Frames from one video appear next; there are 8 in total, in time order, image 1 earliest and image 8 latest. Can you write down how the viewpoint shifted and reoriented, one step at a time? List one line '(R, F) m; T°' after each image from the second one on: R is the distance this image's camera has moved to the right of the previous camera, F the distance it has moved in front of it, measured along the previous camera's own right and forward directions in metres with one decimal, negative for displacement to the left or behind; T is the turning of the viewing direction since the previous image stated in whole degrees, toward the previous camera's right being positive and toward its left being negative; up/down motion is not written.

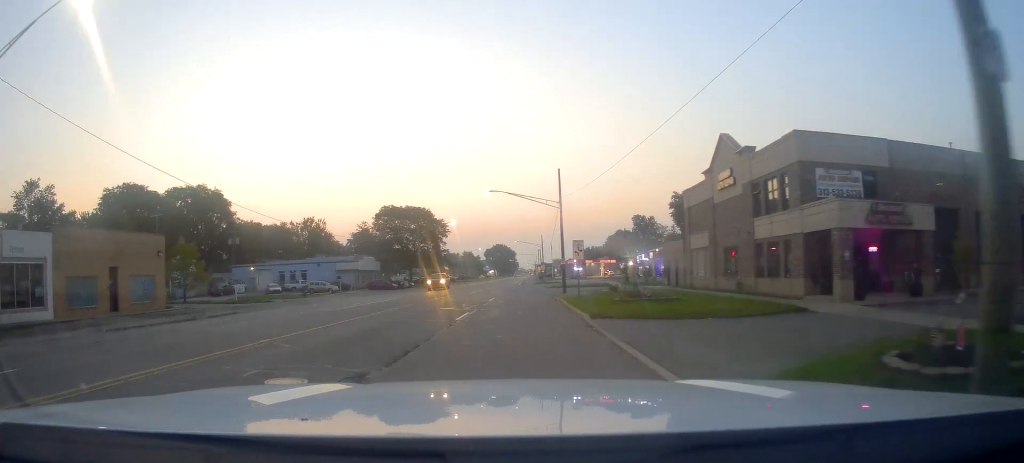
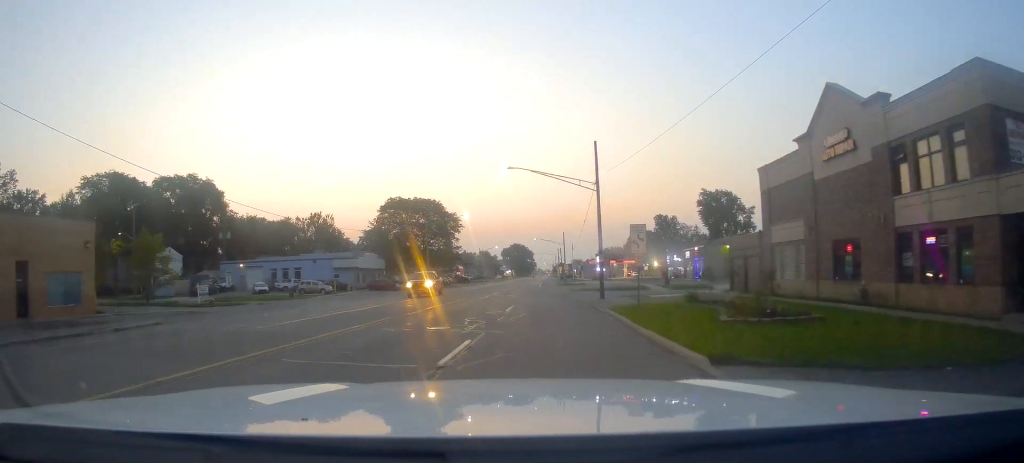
(-1.2, +10.3) m; -1°
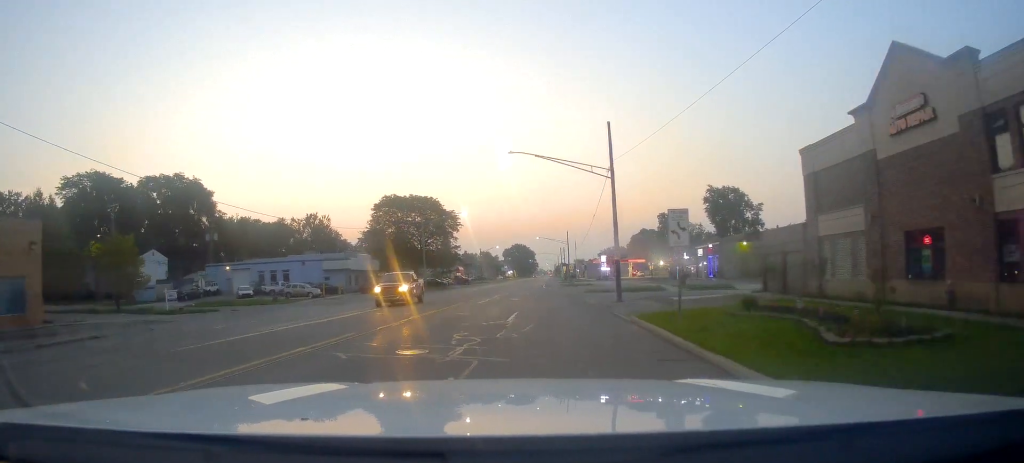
(+0.3, +5.2) m; 0°
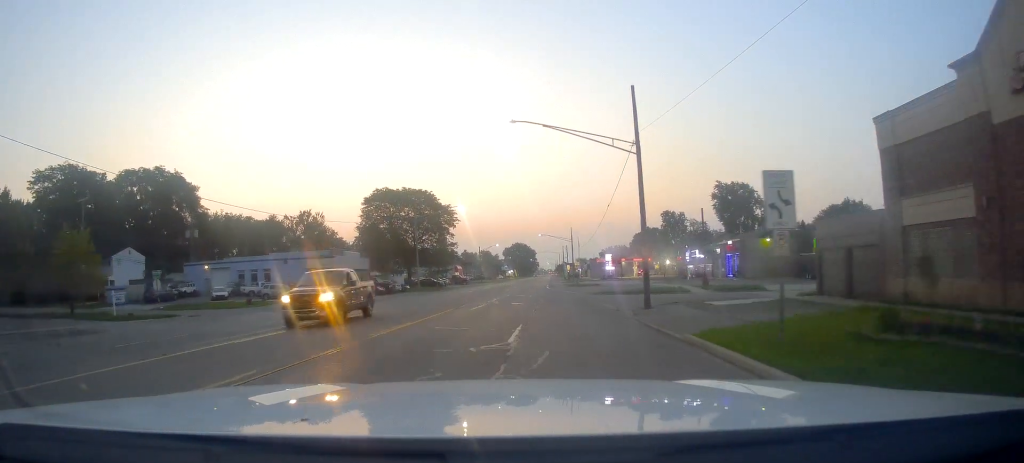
(+0.5, +6.5) m; 0°
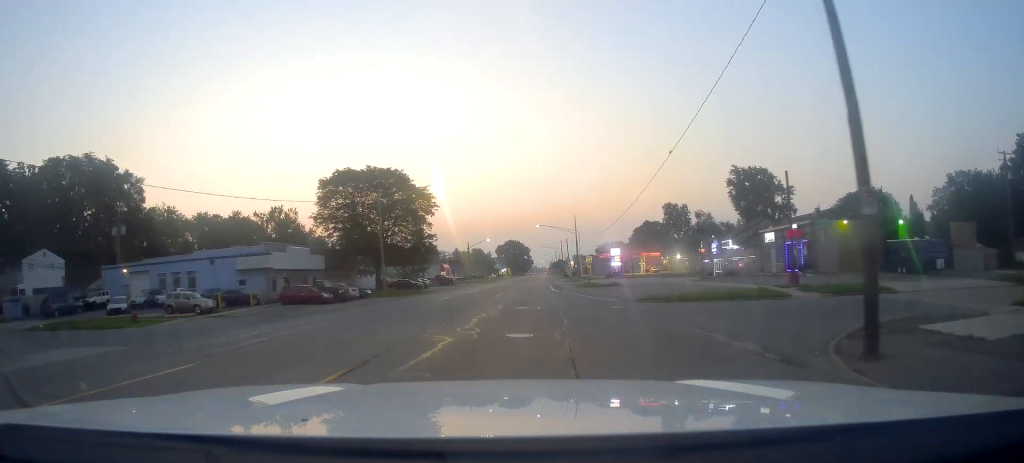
(-0.7, +17.6) m; +1°
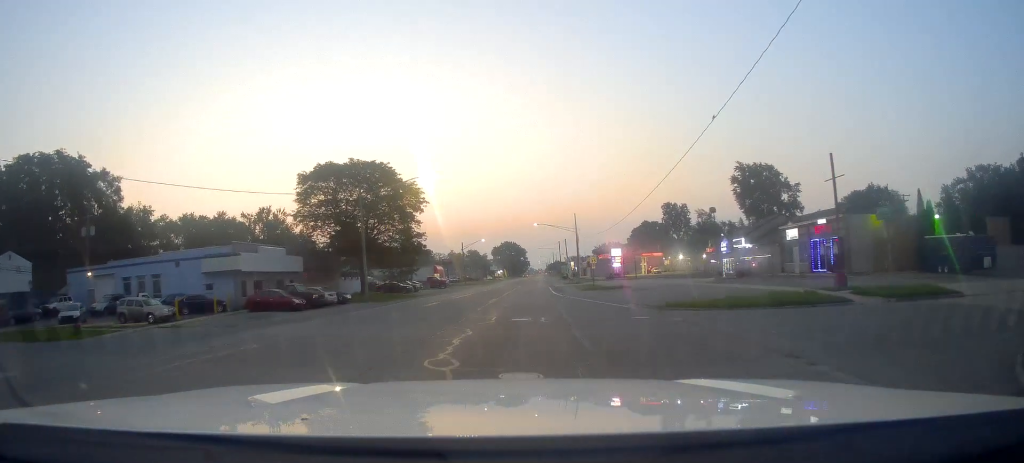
(+0.4, +5.9) m; +1°
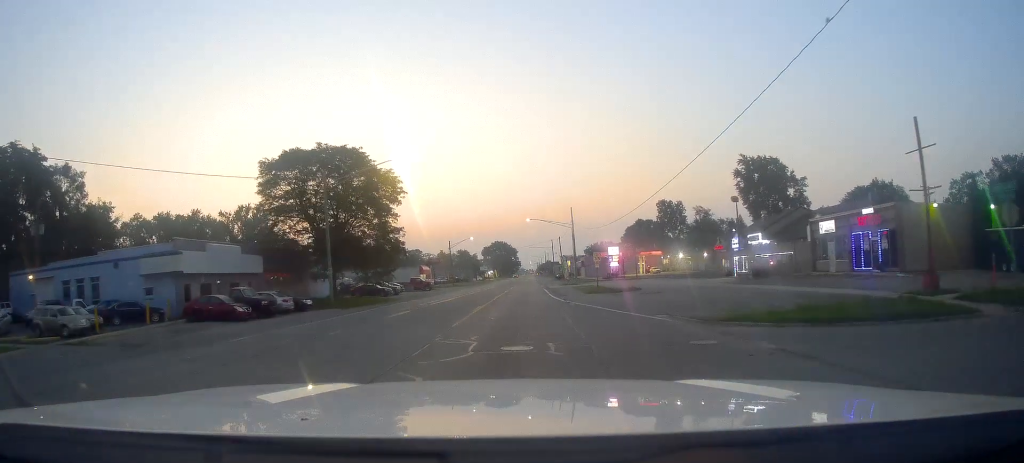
(+0.4, +7.9) m; +1°
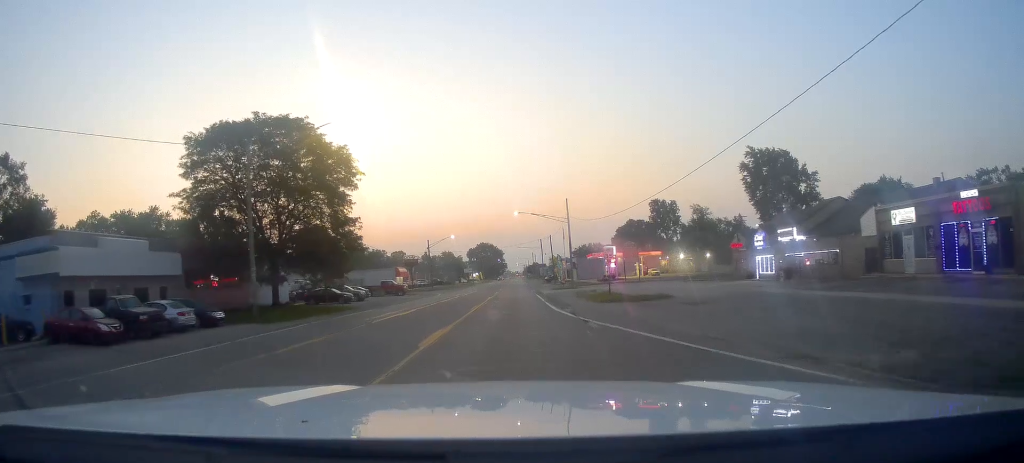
(-0.4, +11.6) m; 0°
